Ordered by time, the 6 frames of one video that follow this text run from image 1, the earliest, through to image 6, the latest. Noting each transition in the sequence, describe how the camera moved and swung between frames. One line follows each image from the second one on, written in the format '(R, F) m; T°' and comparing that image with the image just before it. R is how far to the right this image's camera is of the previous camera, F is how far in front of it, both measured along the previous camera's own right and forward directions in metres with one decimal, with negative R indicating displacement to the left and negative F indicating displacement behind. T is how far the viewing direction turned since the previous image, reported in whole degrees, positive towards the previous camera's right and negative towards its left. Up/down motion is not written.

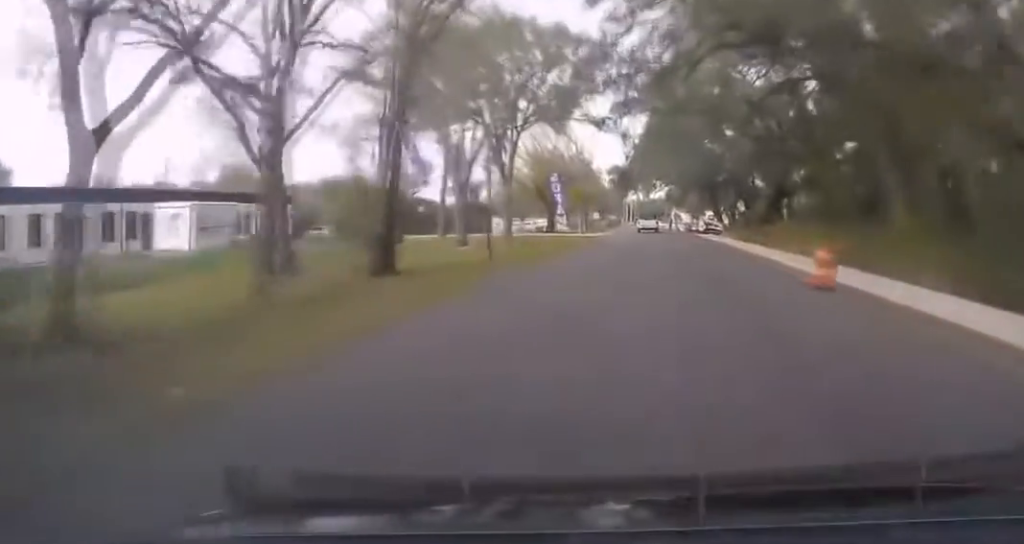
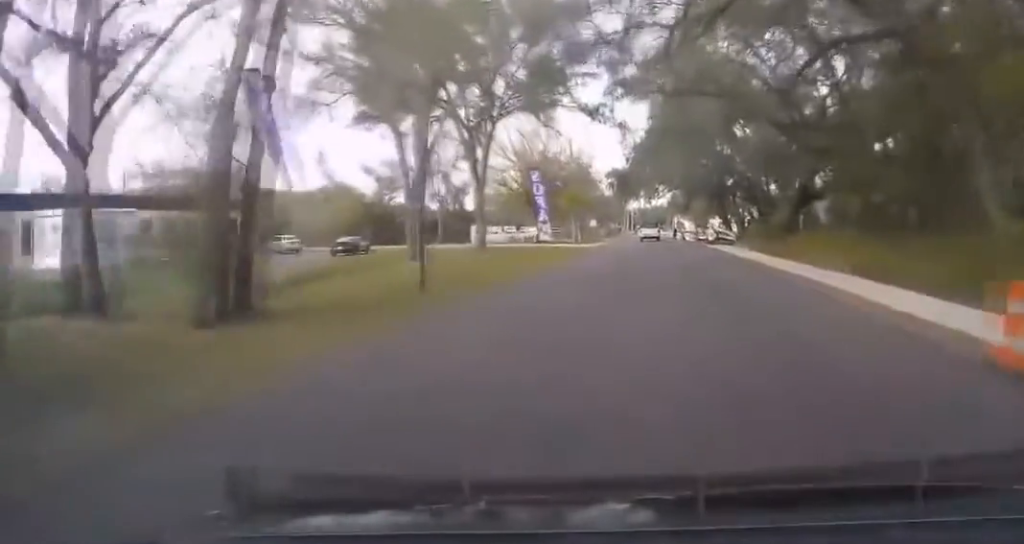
(+0.3, +8.9) m; +1°
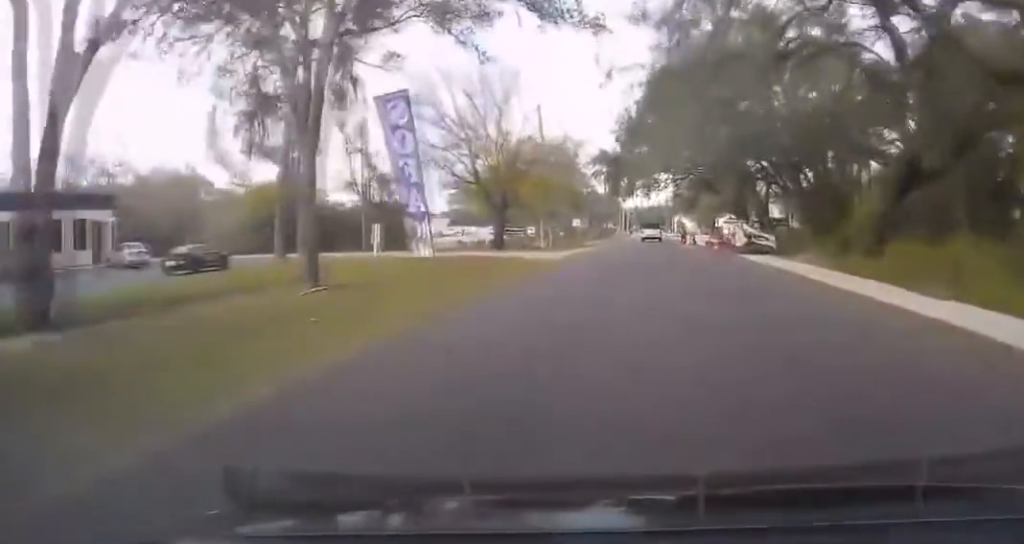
(+0.5, +20.9) m; +1°
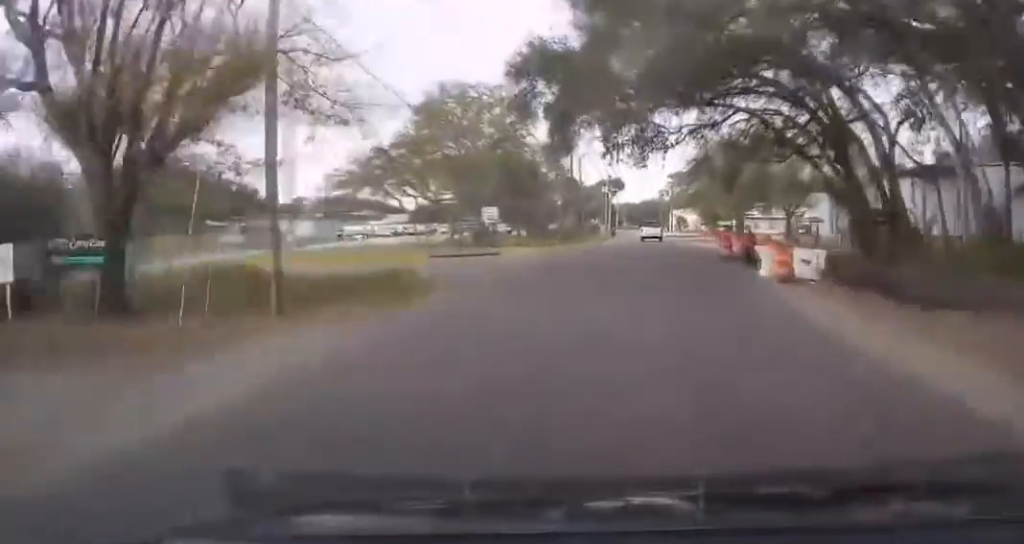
(-1.0, +39.6) m; 0°
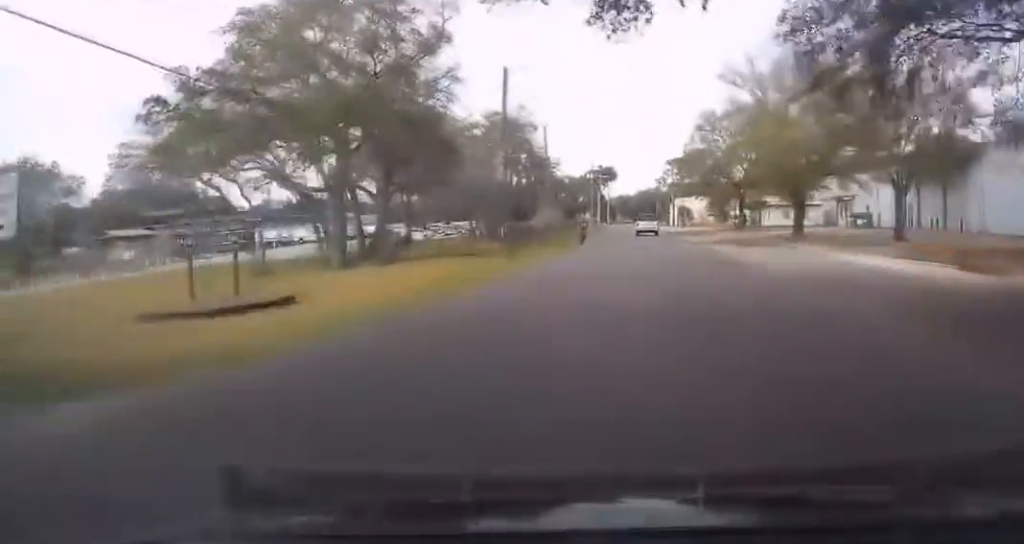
(+1.3, +29.5) m; +3°
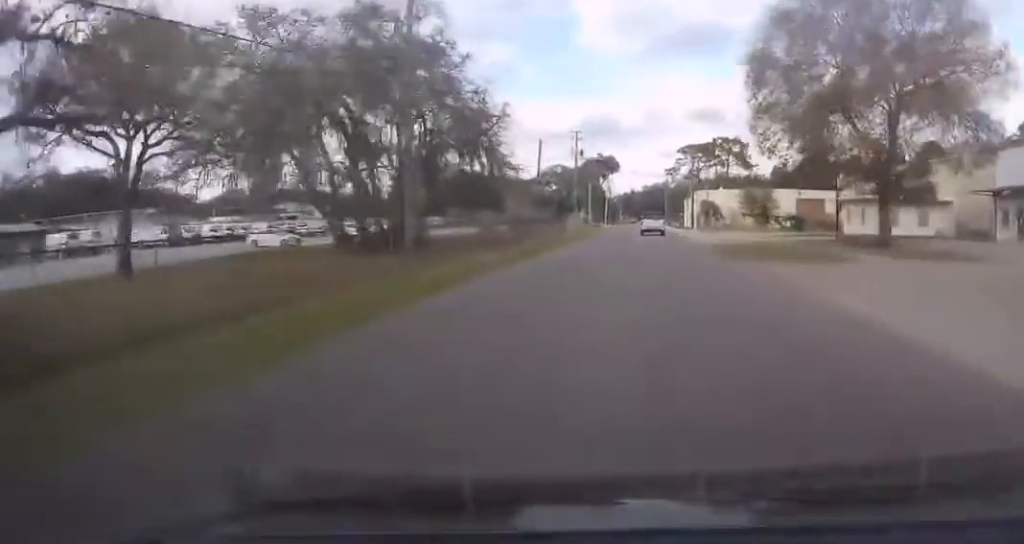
(-0.4, +40.4) m; -2°
